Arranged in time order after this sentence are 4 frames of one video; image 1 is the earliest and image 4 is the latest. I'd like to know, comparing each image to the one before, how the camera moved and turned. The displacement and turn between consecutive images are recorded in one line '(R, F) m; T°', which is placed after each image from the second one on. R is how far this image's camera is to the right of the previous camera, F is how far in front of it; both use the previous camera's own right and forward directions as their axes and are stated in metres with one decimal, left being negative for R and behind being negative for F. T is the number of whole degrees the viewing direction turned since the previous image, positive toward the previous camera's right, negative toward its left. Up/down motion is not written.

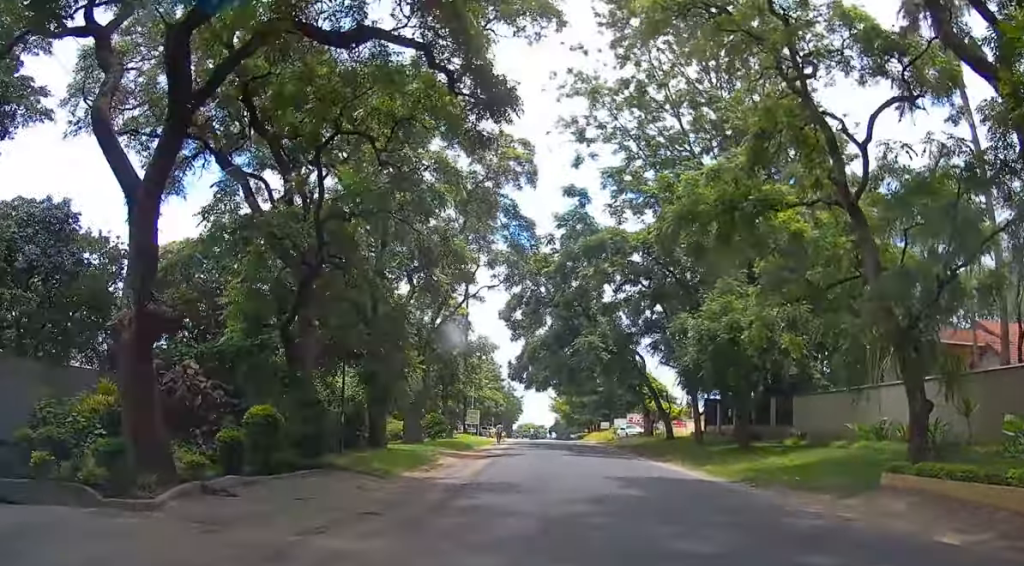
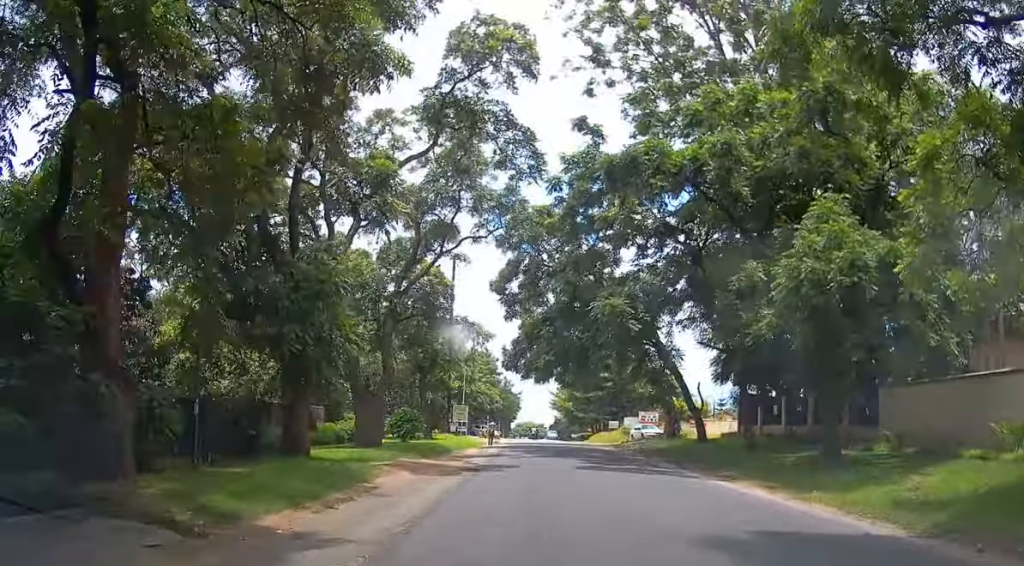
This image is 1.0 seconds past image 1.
(0.0, +10.5) m; -1°
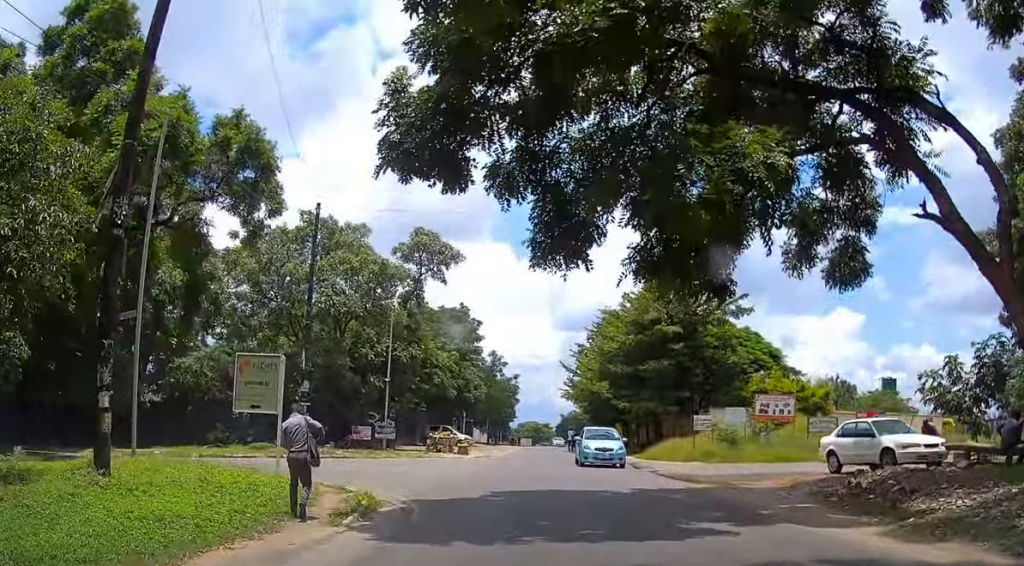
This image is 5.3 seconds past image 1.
(-0.7, +39.2) m; +6°
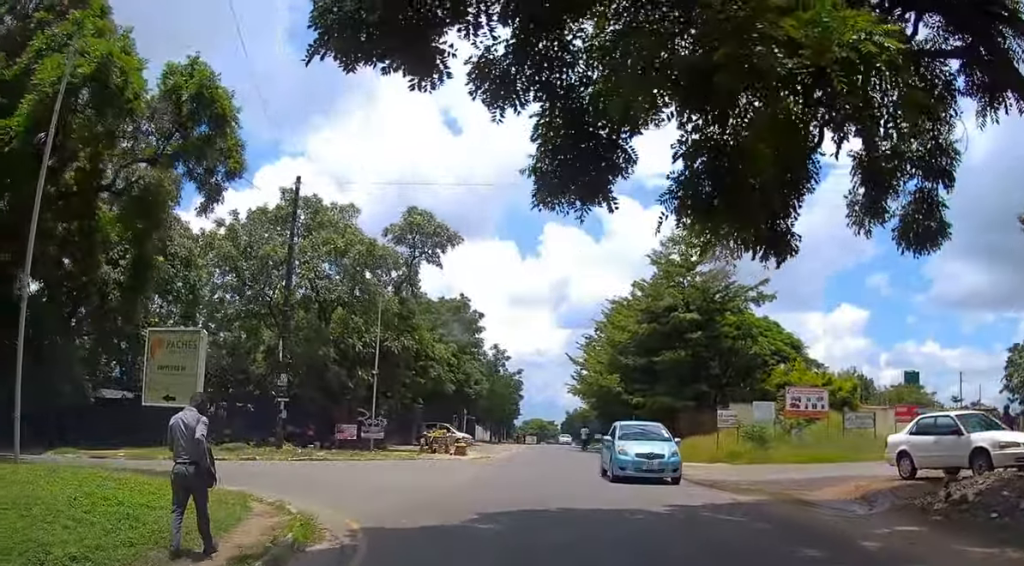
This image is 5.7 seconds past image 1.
(-0.4, +3.9) m; -6°
